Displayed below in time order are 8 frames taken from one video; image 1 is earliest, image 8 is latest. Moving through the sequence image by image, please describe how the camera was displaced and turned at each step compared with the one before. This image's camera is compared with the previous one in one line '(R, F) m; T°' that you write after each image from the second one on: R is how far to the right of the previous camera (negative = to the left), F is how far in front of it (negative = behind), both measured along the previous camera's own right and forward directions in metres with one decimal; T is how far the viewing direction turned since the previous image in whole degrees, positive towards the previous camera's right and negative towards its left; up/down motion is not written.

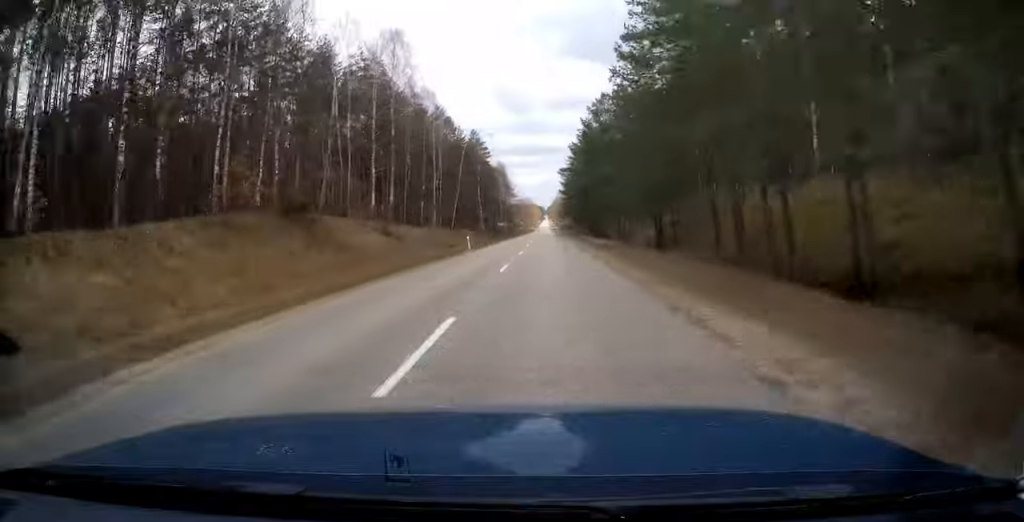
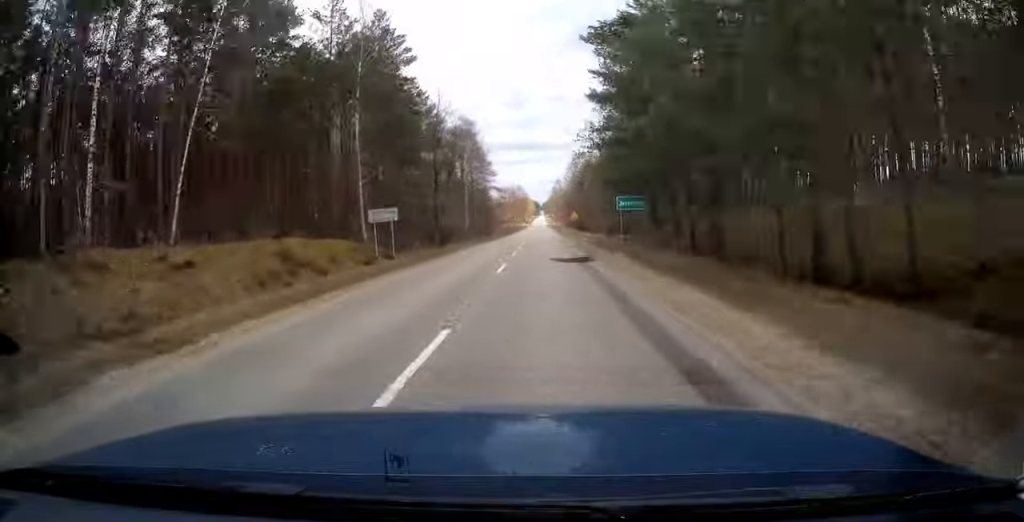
(+0.2, +64.7) m; 0°
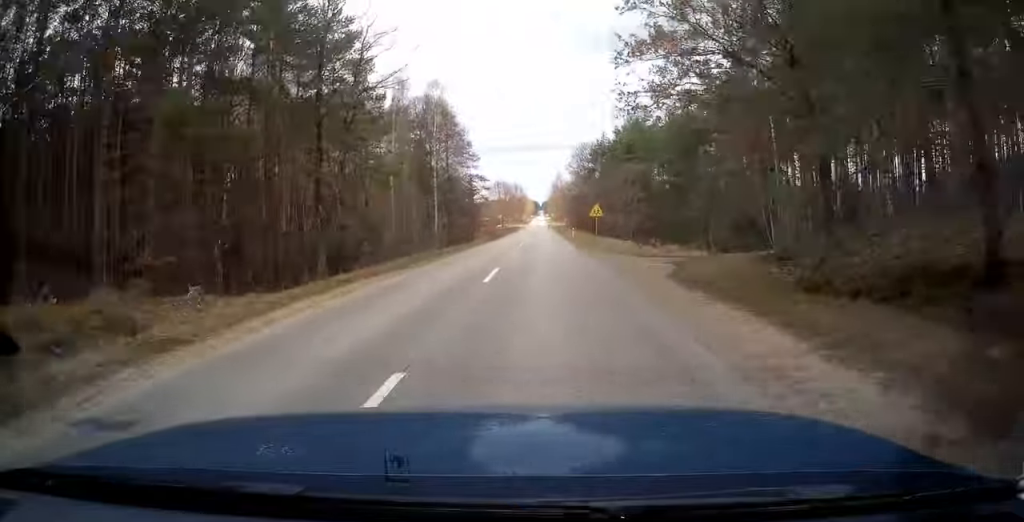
(+0.1, +28.0) m; 0°
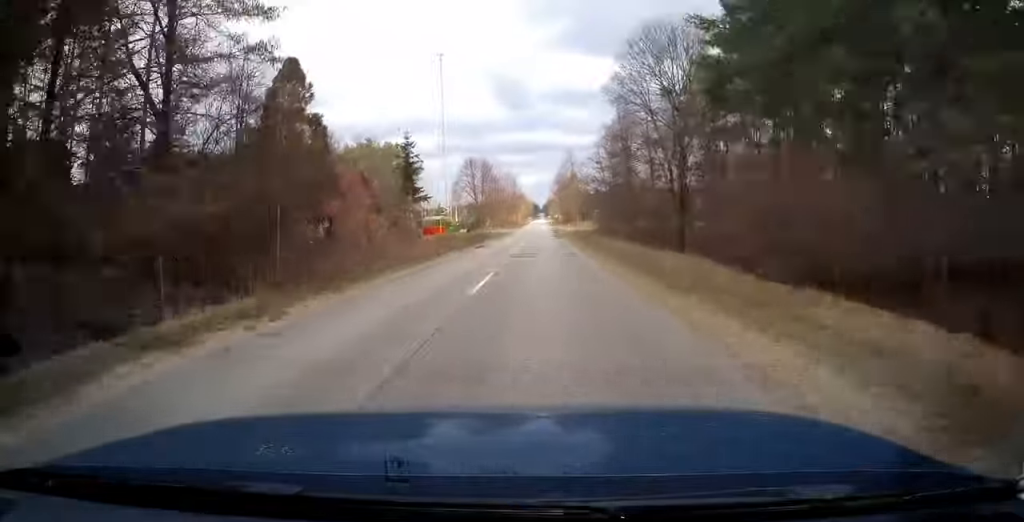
(0.0, +67.3) m; 0°
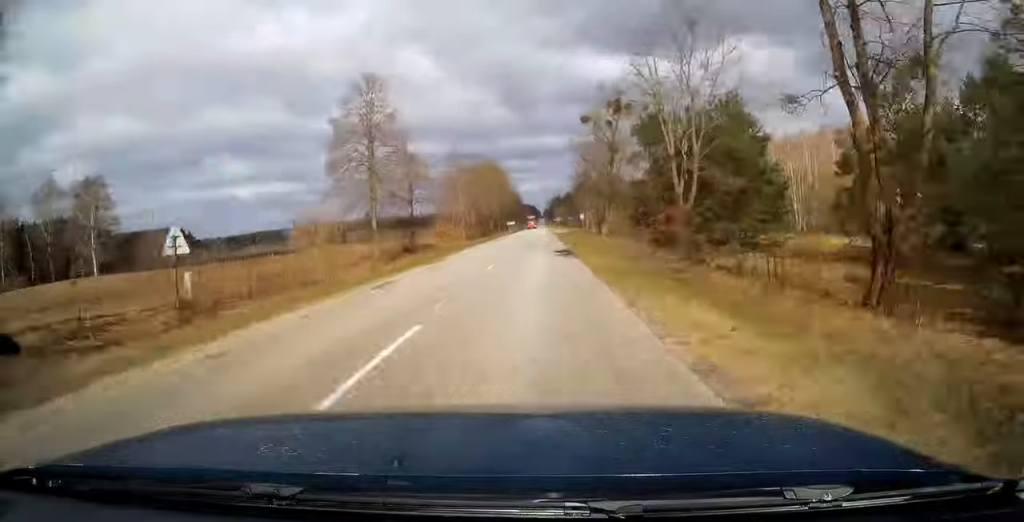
(+0.1, +188.5) m; 0°
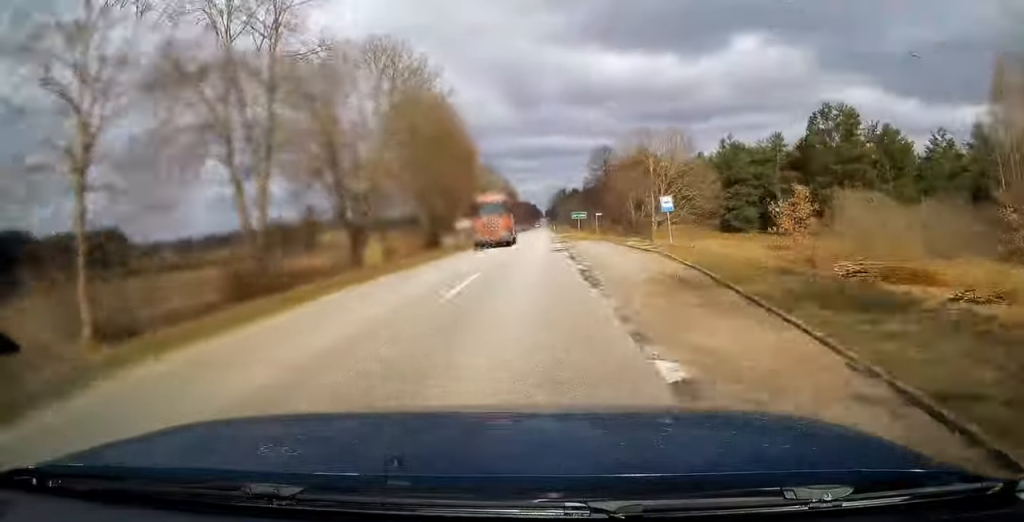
(0.0, +71.2) m; 0°
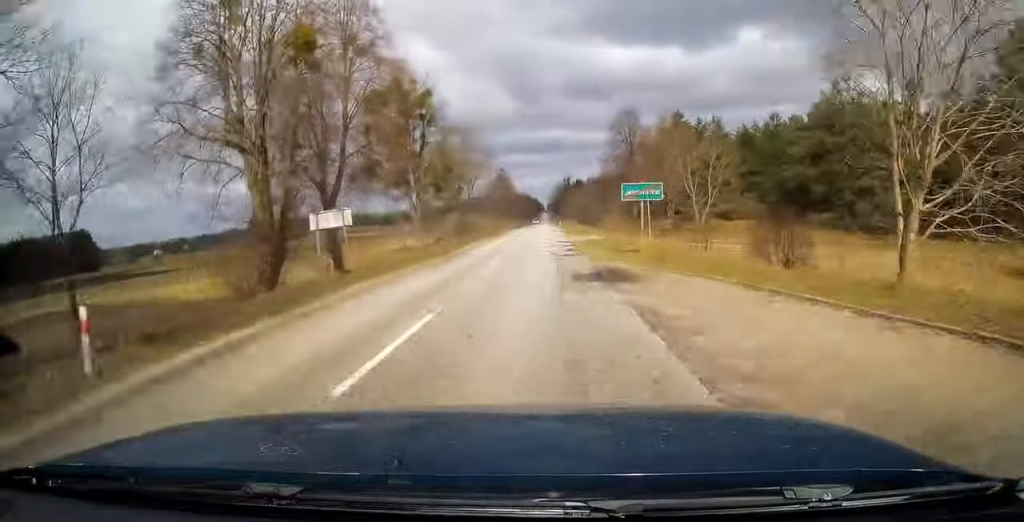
(-0.1, +32.3) m; 0°
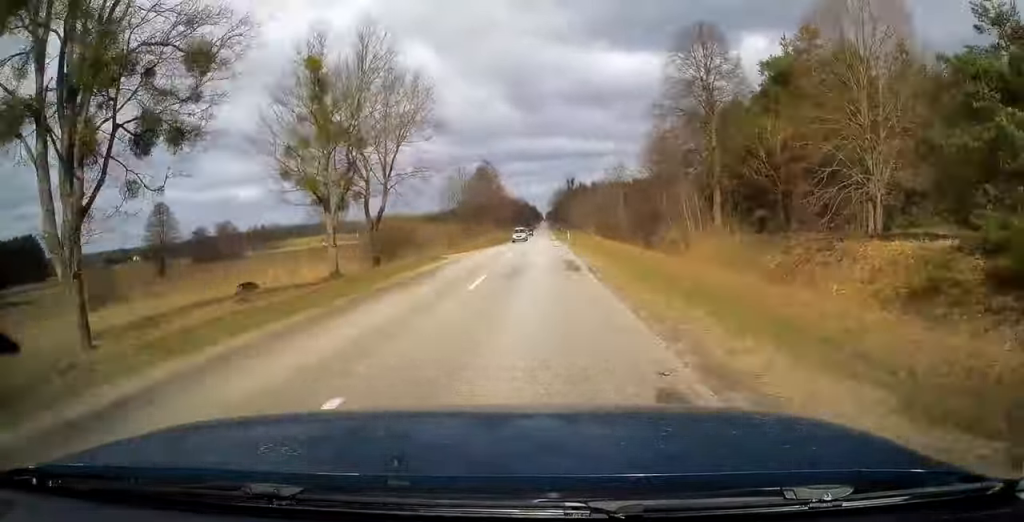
(-0.1, +43.0) m; 0°
